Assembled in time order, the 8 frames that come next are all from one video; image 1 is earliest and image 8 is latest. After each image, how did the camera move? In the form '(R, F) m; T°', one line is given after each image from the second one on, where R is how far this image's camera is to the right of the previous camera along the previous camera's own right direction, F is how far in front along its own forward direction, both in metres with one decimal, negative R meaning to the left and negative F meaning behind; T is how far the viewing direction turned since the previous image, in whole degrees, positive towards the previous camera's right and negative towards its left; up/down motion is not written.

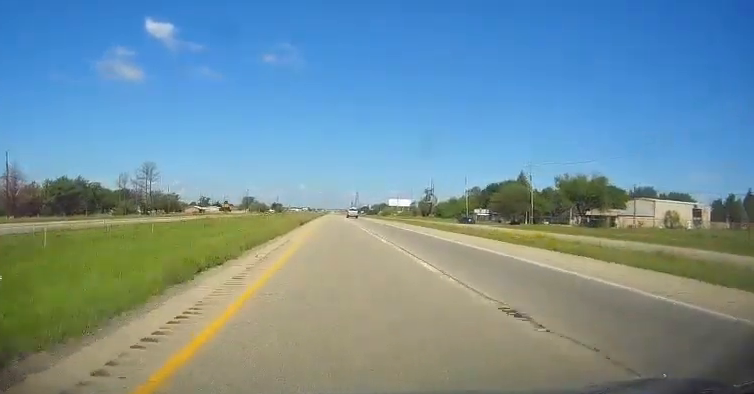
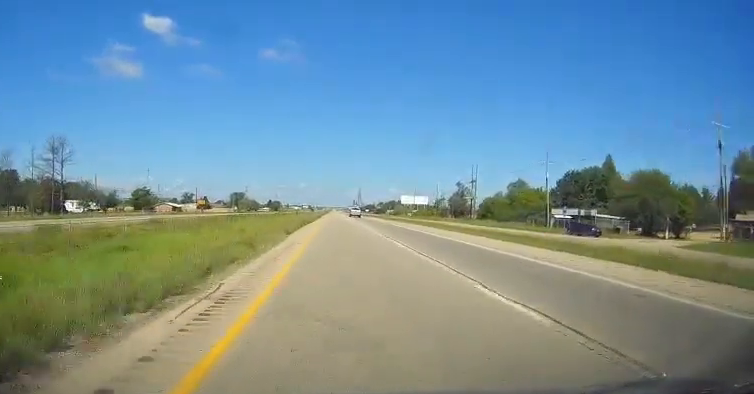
(-0.4, +54.2) m; 0°
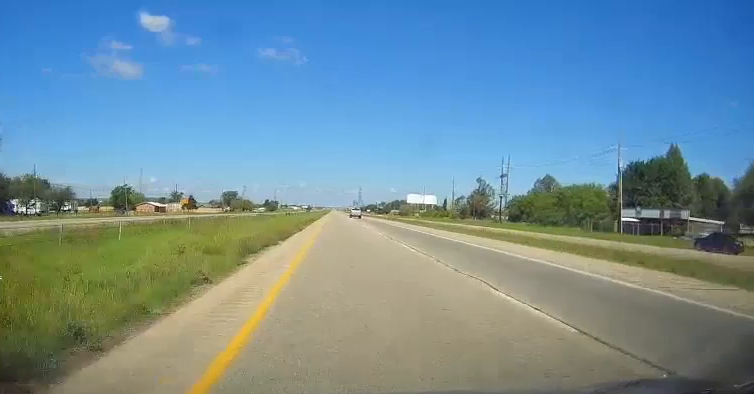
(+0.2, +25.3) m; +1°
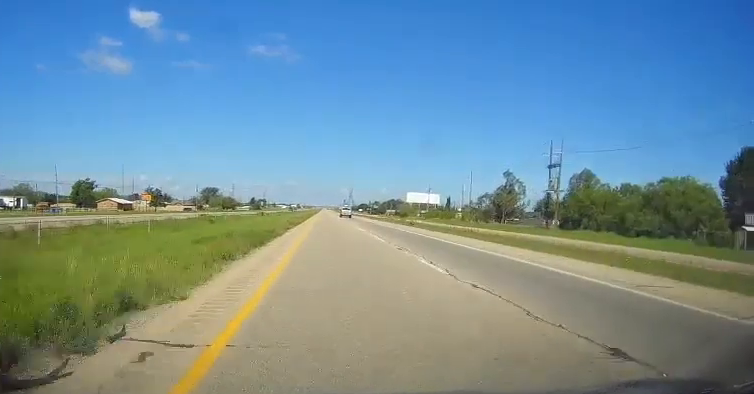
(+0.4, +30.7) m; +1°
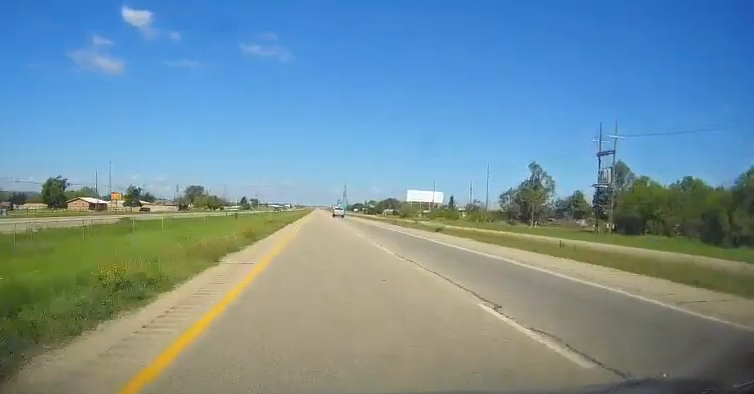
(0.0, +19.4) m; 0°
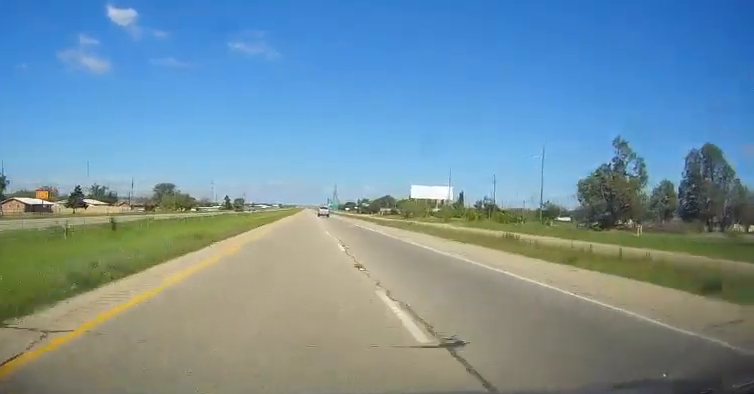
(0.0, +35.4) m; 0°
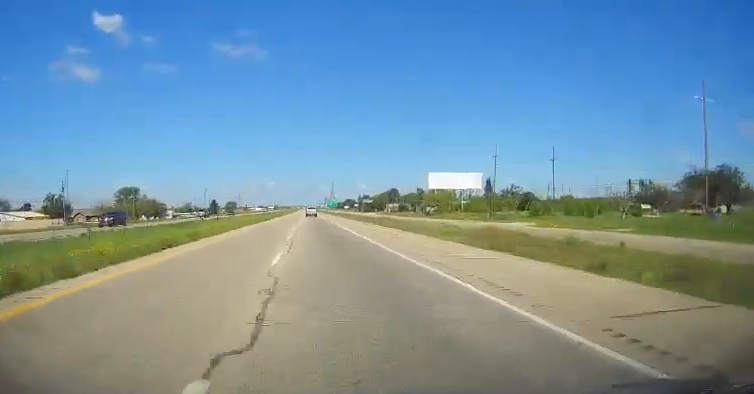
(+0.5, +41.3) m; +1°
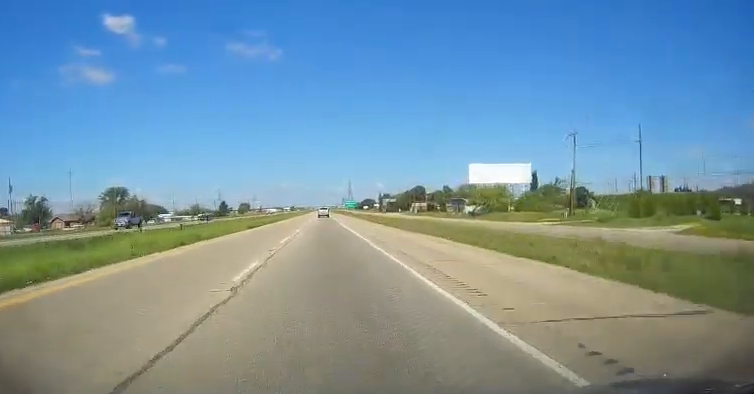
(-0.1, +27.6) m; -1°
